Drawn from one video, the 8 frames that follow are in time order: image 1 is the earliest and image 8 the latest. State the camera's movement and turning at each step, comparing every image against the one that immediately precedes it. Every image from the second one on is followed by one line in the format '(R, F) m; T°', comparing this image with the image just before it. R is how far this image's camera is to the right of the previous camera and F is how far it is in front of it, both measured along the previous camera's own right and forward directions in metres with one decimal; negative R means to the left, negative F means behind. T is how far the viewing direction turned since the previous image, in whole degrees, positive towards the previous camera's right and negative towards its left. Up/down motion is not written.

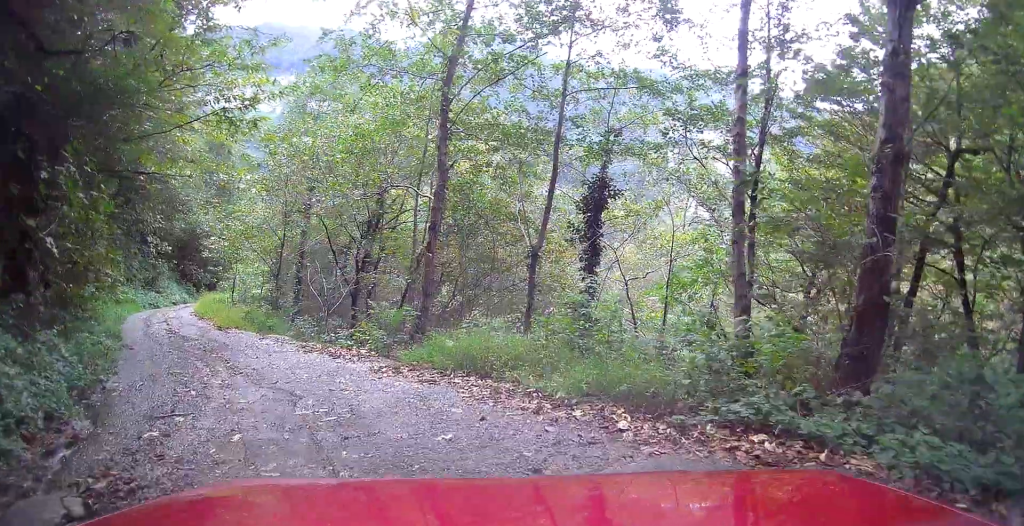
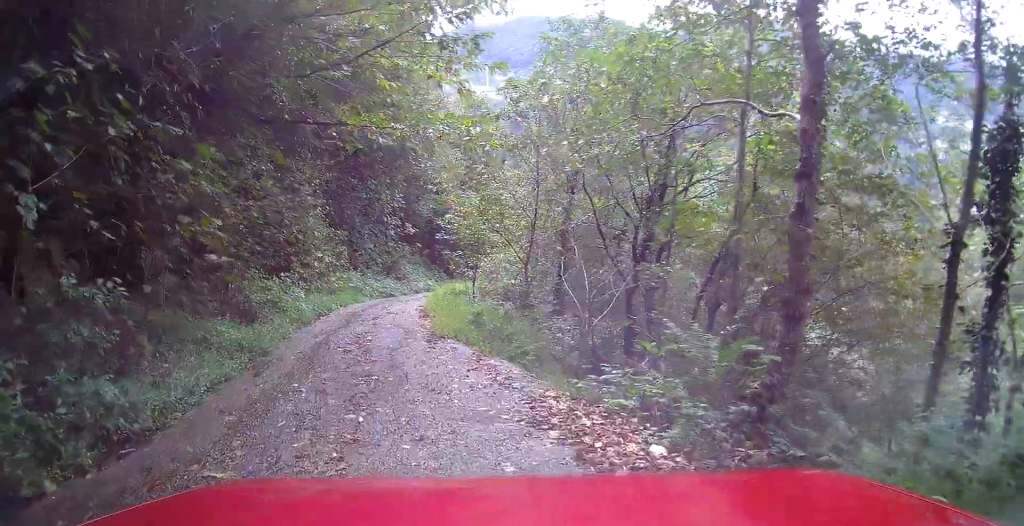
(-0.8, +5.4) m; -10°
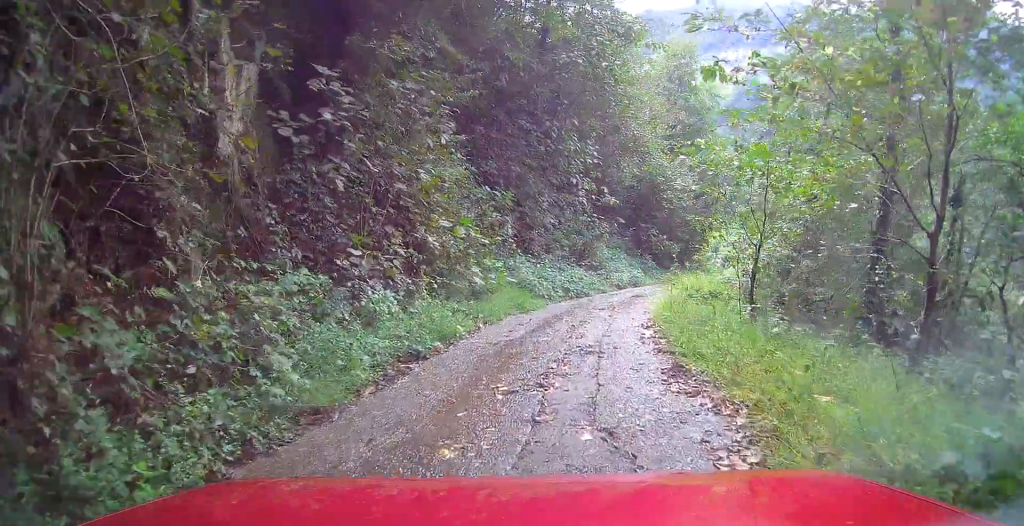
(-0.6, +9.2) m; -11°
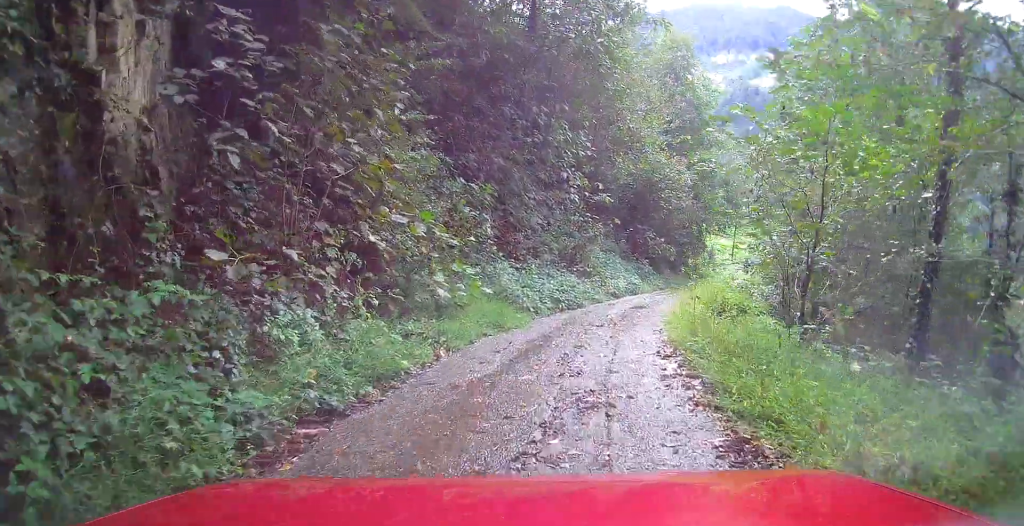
(0.0, +2.5) m; -3°
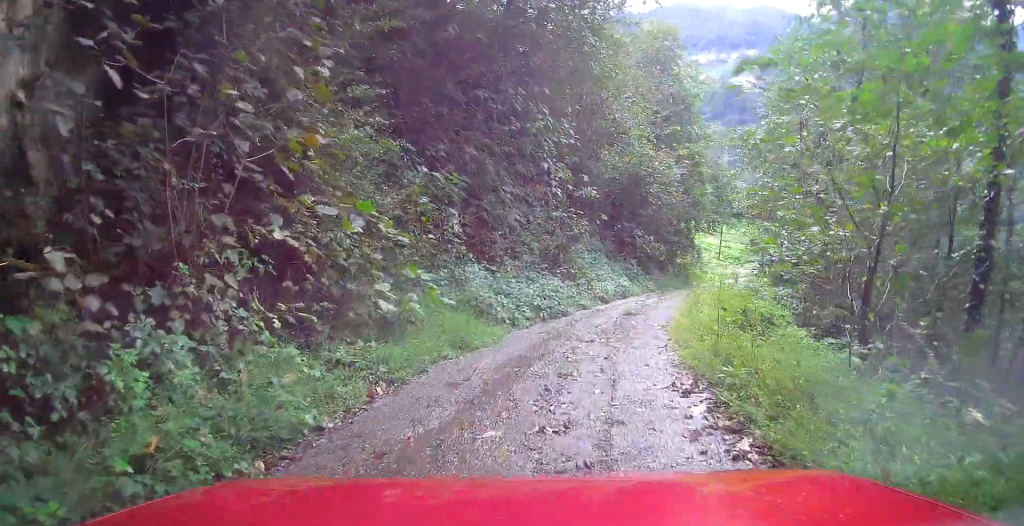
(-0.1, +2.0) m; 0°
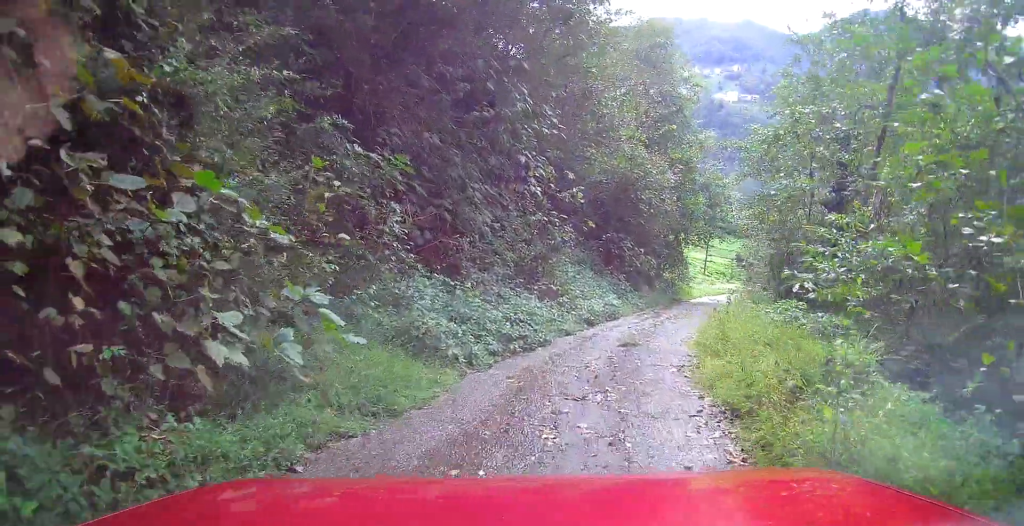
(0.0, +3.0) m; +1°
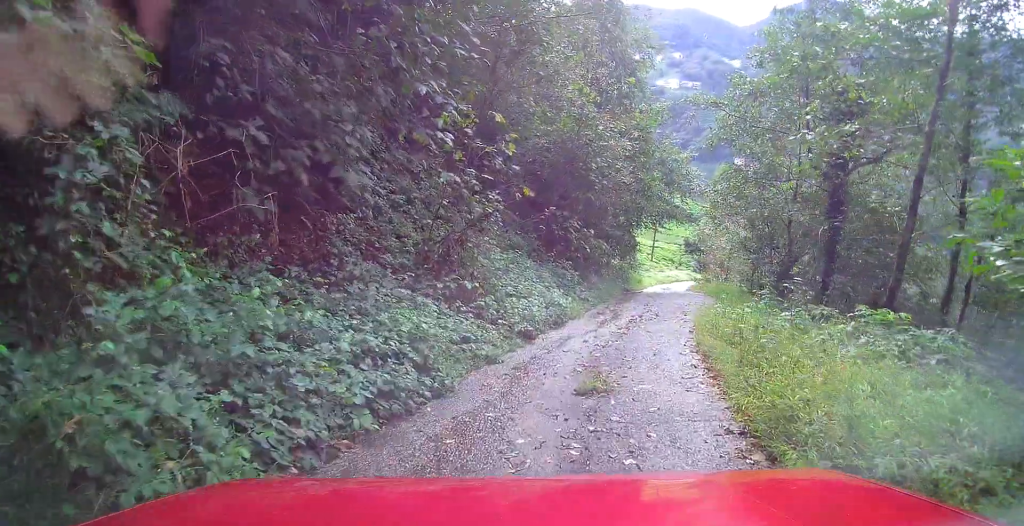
(+0.2, +4.4) m; +4°
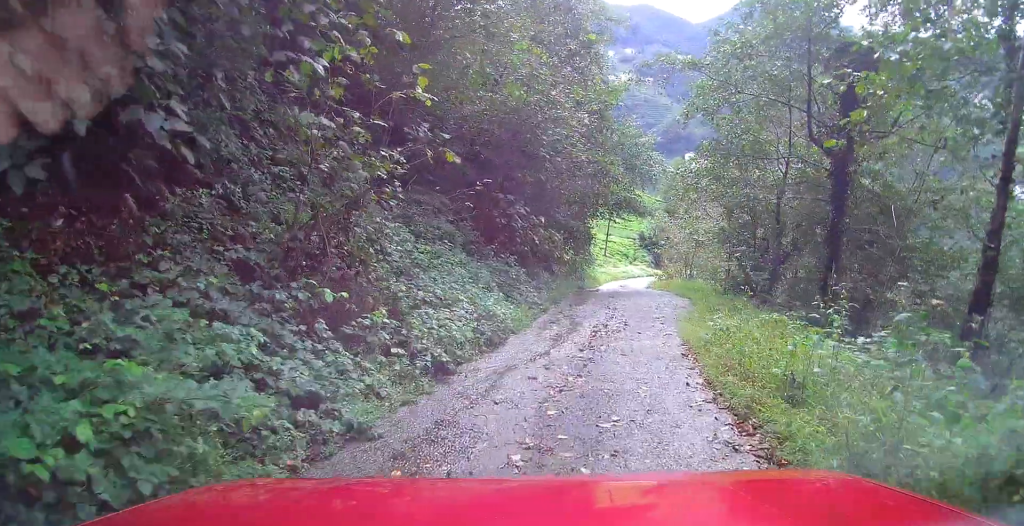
(0.0, +3.1) m; +2°
